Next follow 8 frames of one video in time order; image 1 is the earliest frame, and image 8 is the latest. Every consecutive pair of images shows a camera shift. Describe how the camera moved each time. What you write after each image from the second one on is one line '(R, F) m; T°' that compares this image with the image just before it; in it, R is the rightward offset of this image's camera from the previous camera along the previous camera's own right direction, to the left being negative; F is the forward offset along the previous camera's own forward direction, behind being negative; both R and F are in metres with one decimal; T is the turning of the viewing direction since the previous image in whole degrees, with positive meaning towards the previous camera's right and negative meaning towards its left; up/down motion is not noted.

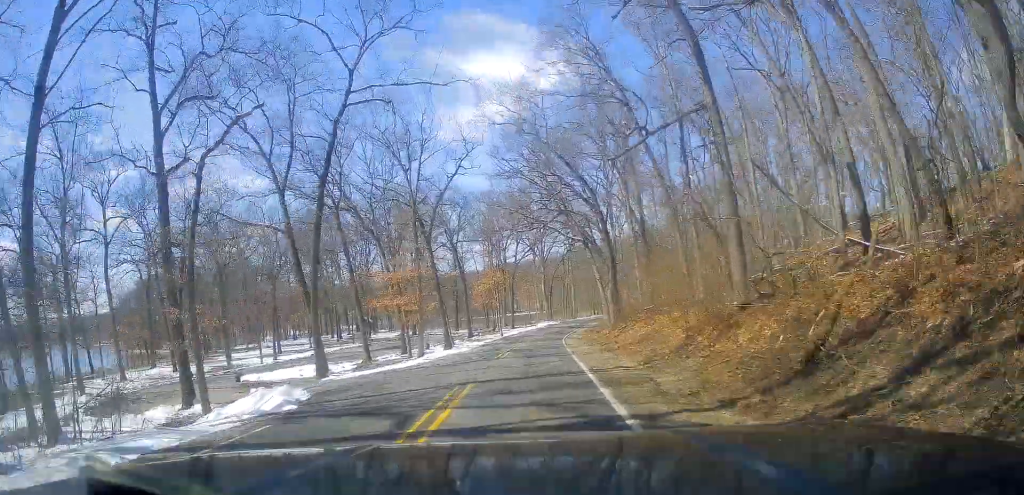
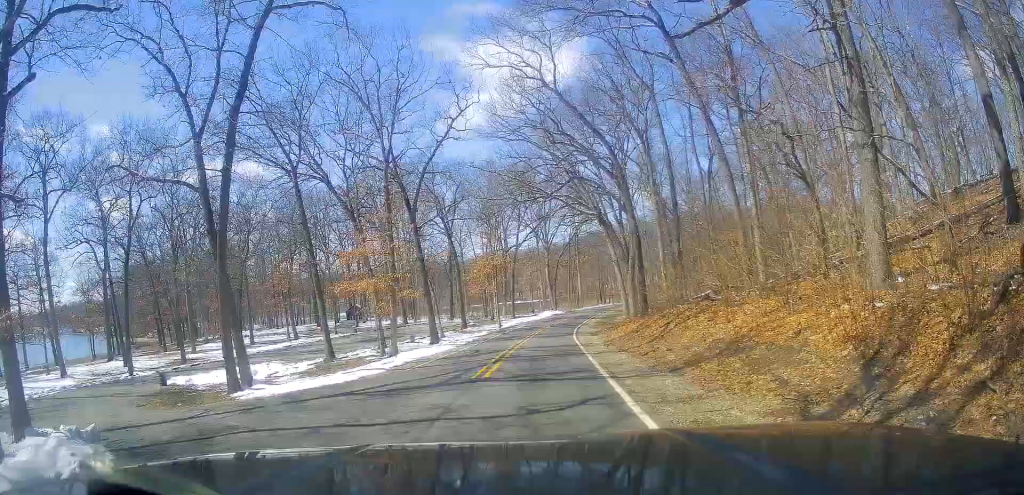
(+0.1, +10.0) m; +7°
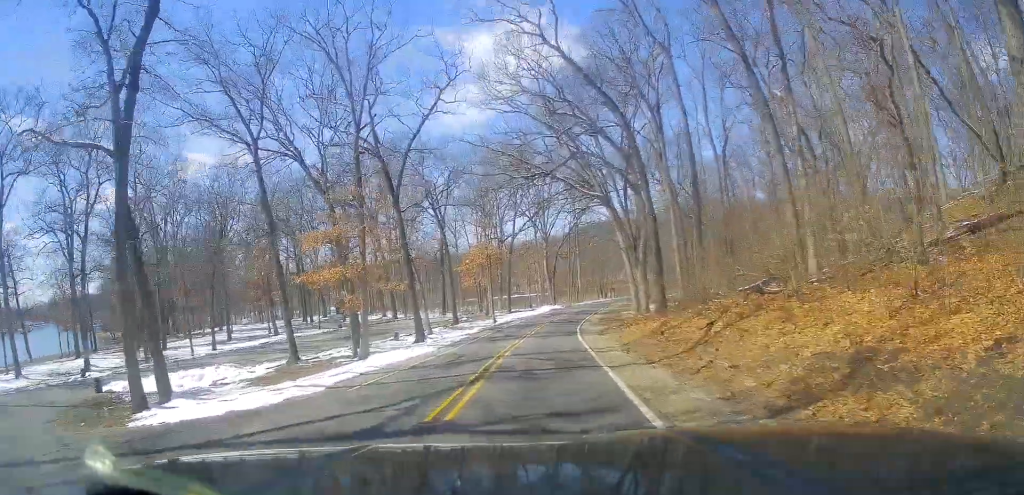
(+0.7, +5.8) m; -1°
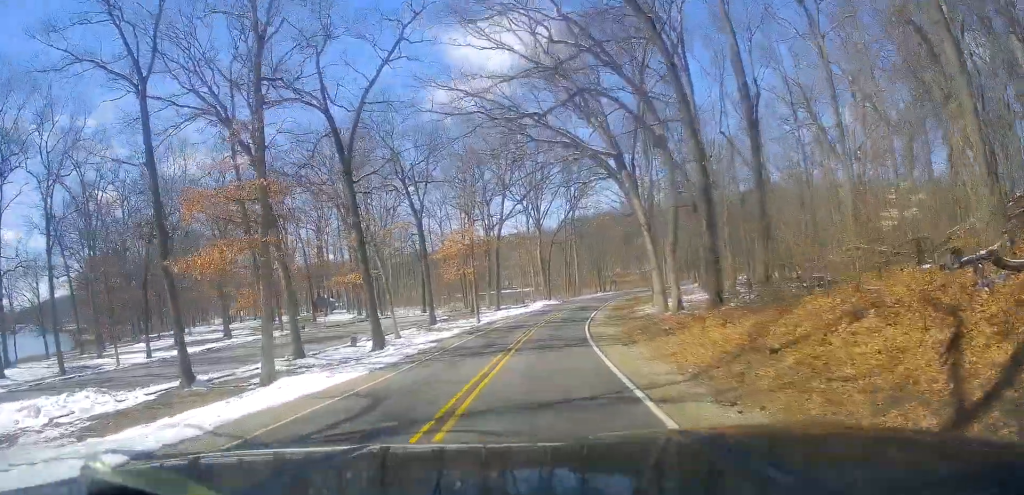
(-1.1, +10.7) m; -7°
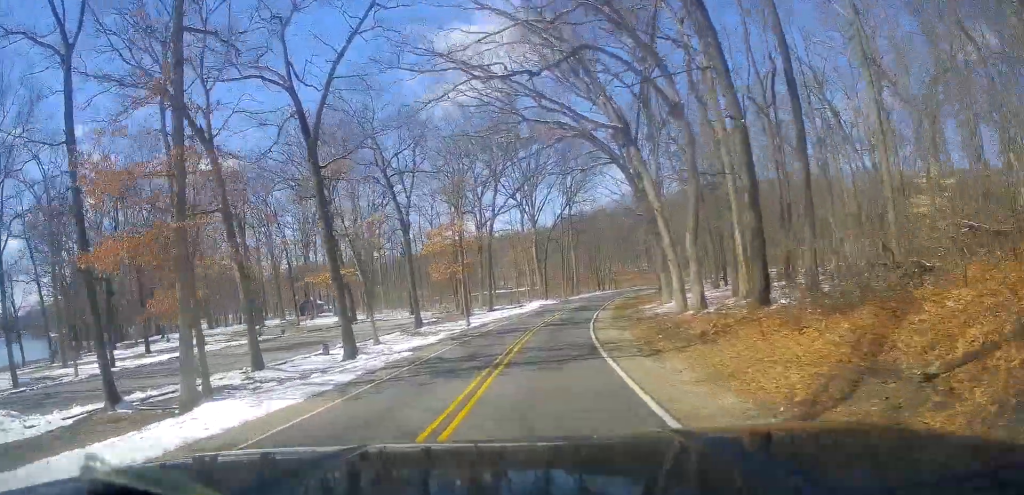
(+0.1, +4.9) m; 0°
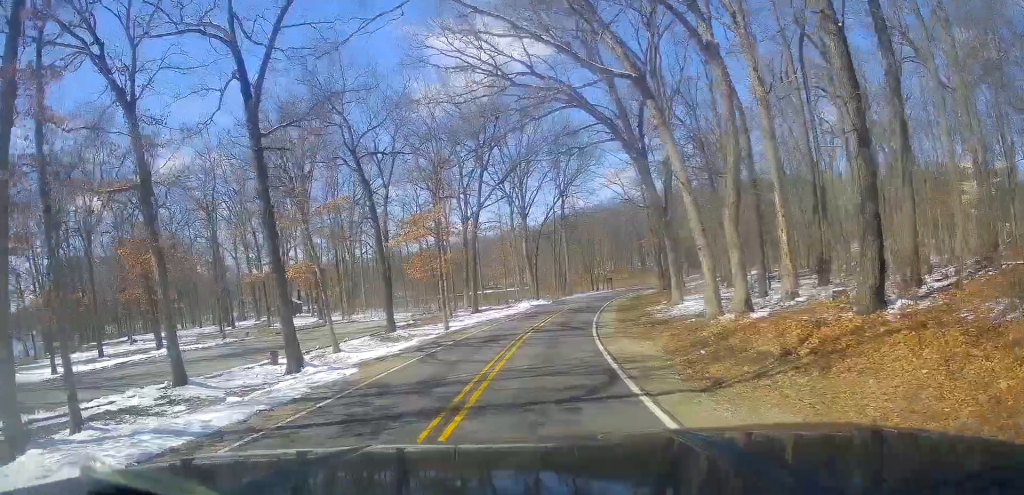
(-0.1, +6.5) m; +4°
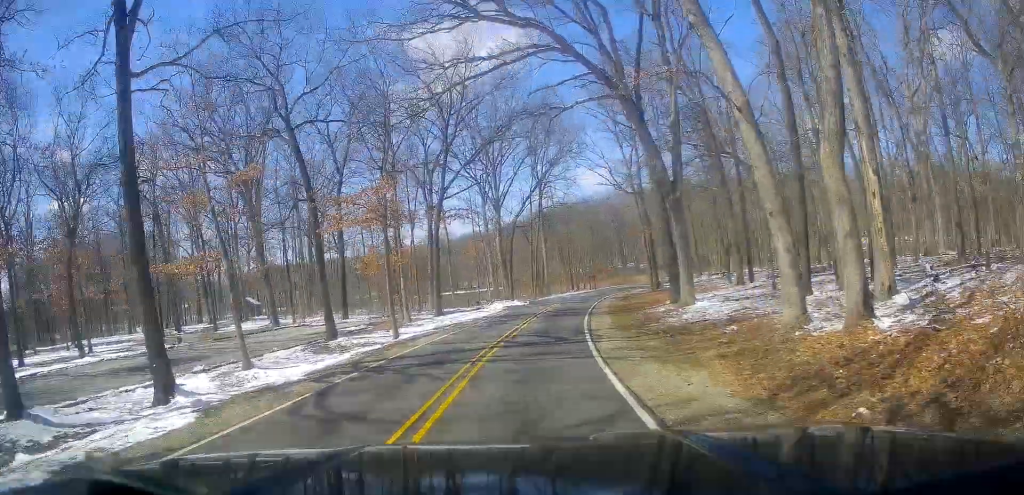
(+0.6, +8.5) m; +5°
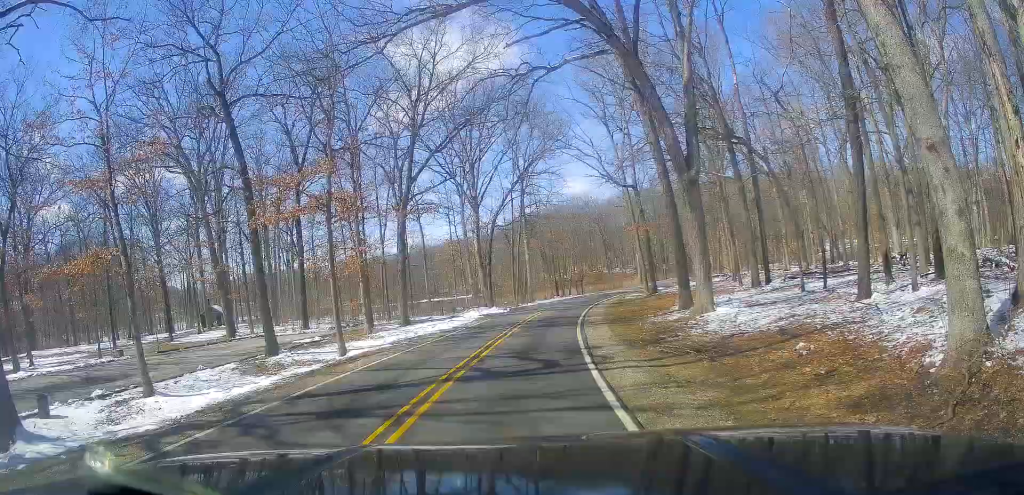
(+0.1, +6.4) m; -2°
